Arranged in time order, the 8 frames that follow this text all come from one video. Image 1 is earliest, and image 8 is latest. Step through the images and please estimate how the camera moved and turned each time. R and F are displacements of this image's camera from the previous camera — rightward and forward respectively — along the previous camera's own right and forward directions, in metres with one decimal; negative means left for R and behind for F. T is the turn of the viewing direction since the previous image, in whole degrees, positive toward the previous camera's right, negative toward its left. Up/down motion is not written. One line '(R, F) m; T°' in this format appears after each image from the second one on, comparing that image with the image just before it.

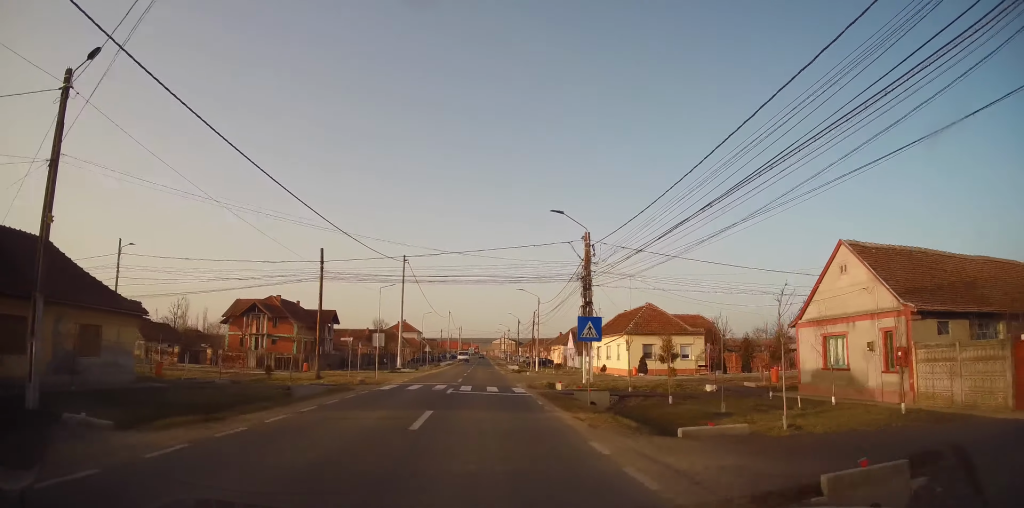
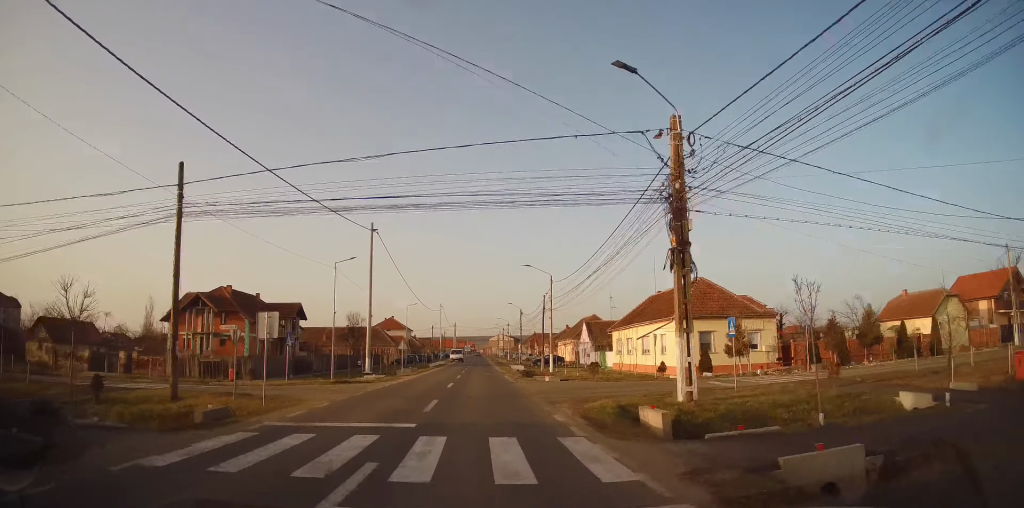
(+0.1, +16.0) m; +2°
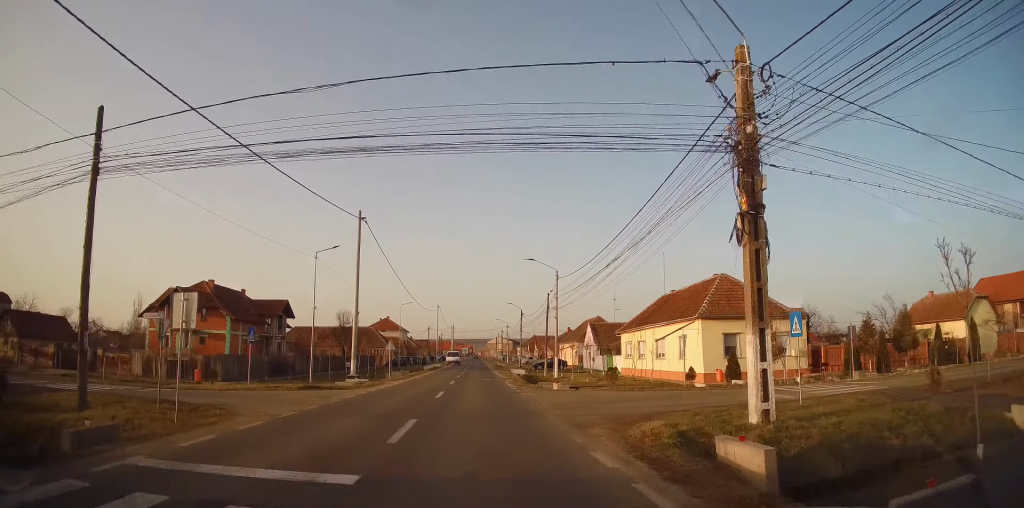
(+0.1, +4.9) m; +1°
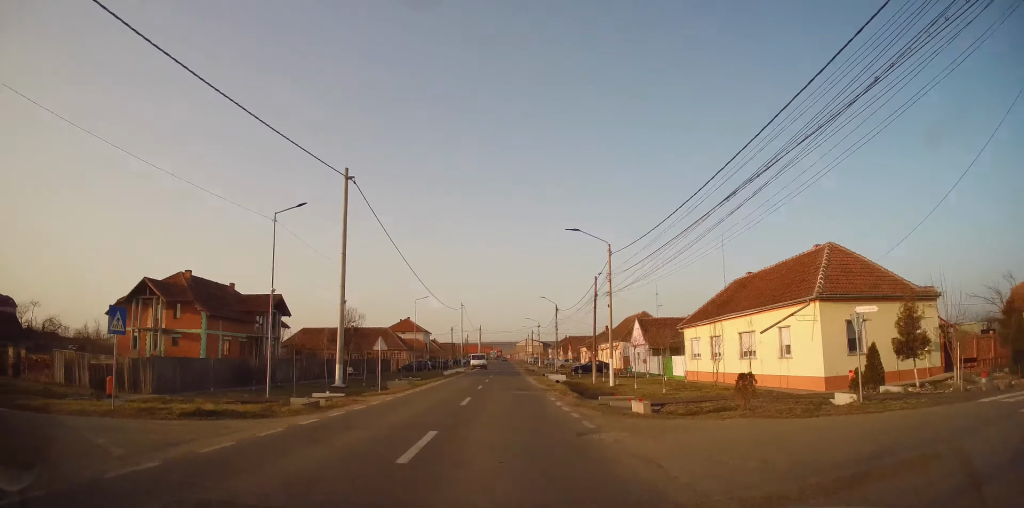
(-0.2, +11.9) m; -5°
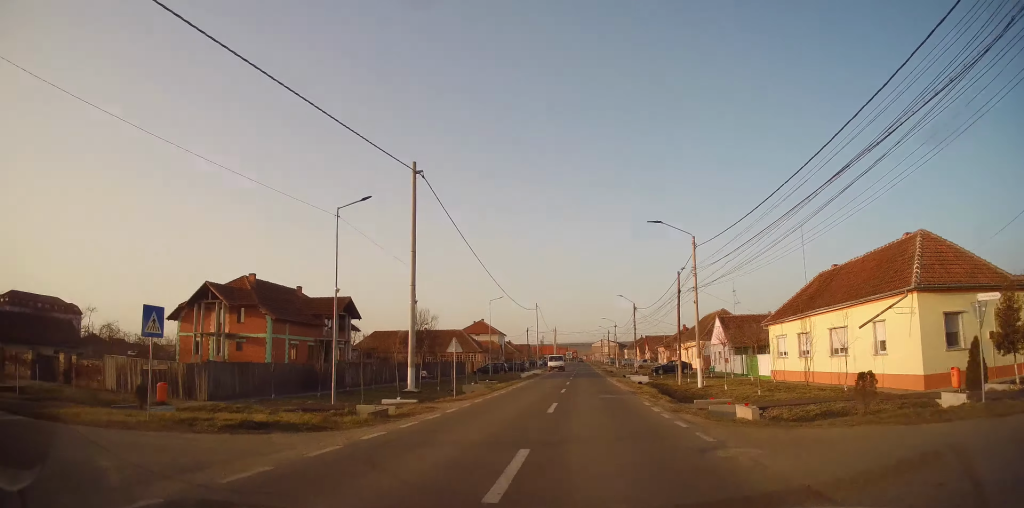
(+0.1, +2.2) m; -3°
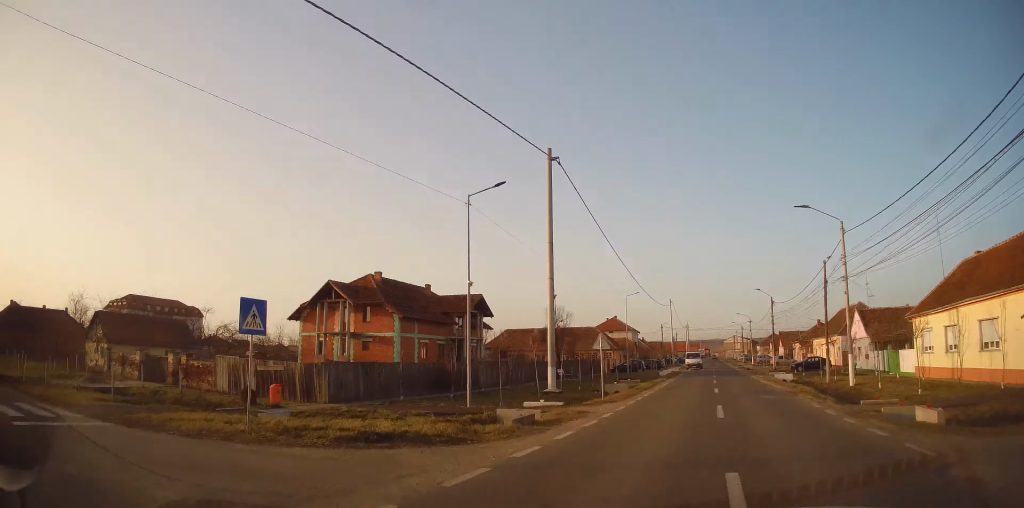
(-0.2, +2.2) m; -11°
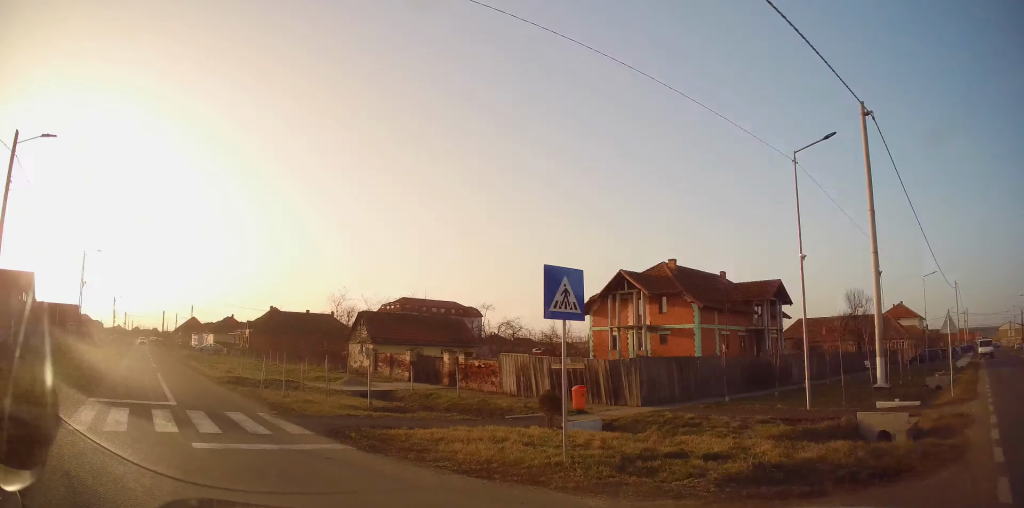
(-0.6, +3.9) m; -24°
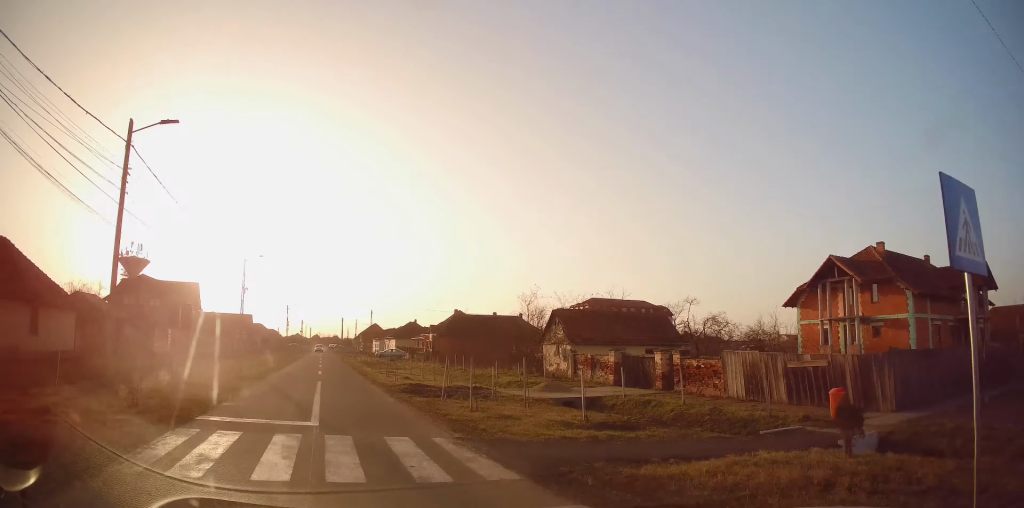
(-0.5, +3.1) m; -21°
